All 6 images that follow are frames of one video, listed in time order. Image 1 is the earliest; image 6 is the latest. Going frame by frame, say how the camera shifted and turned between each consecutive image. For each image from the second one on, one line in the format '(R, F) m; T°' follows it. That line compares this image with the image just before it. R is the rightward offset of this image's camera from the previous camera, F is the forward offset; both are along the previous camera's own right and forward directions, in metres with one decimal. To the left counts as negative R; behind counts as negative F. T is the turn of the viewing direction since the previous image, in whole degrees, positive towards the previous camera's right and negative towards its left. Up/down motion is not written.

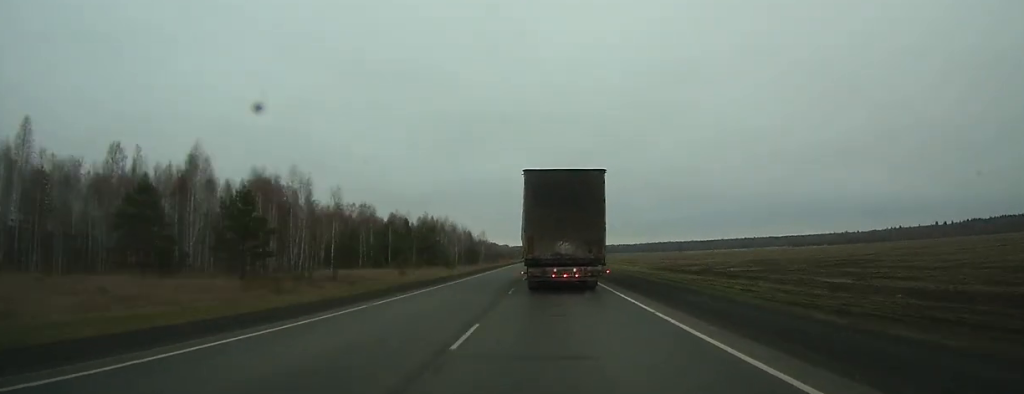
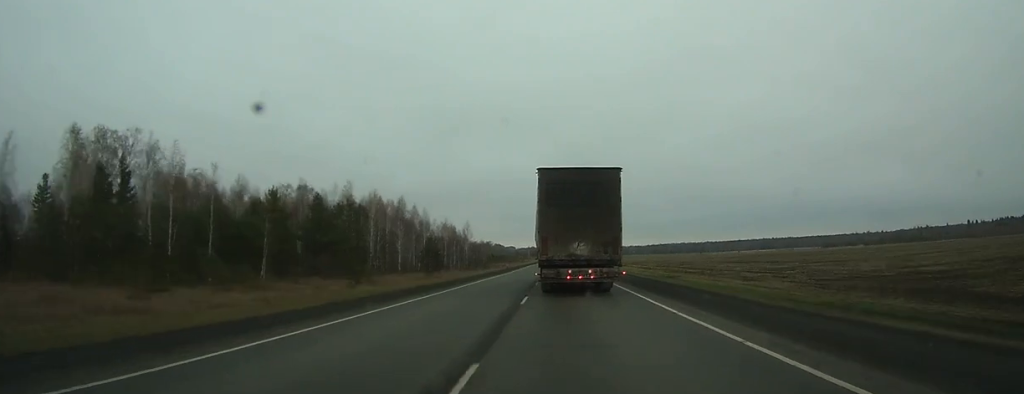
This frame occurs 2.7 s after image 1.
(0.0, +64.3) m; 0°
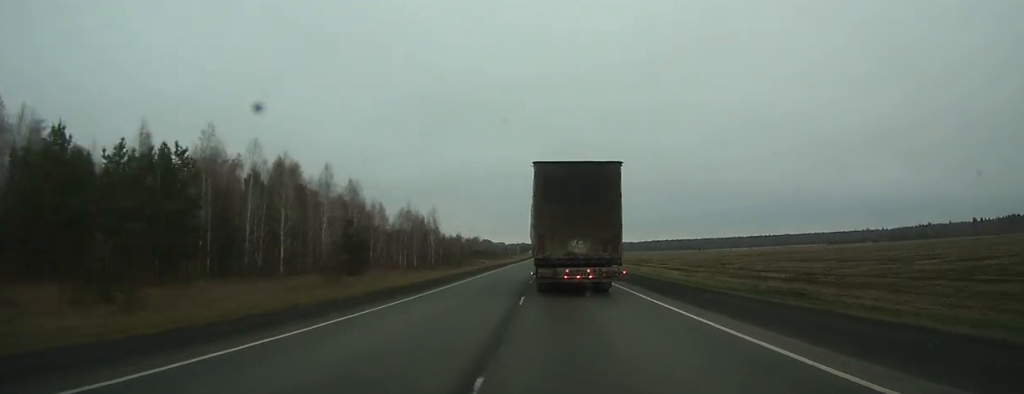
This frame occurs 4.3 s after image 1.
(-0.3, +36.4) m; 0°
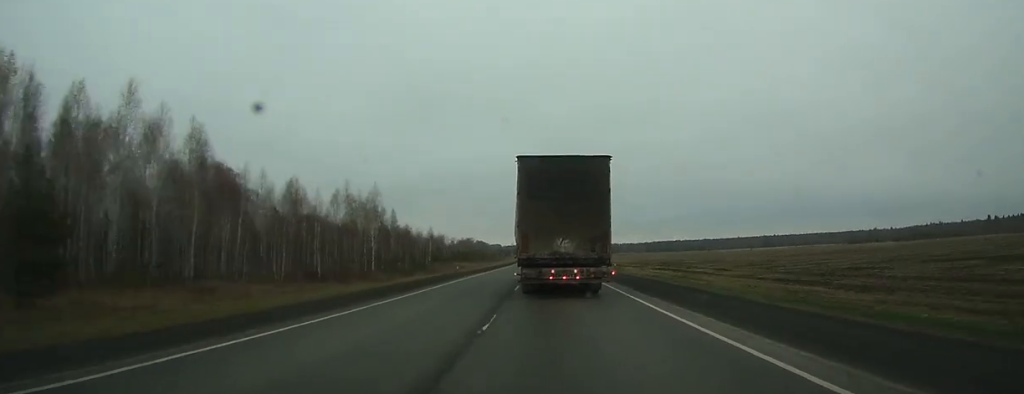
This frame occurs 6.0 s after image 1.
(+0.1, +41.2) m; 0°
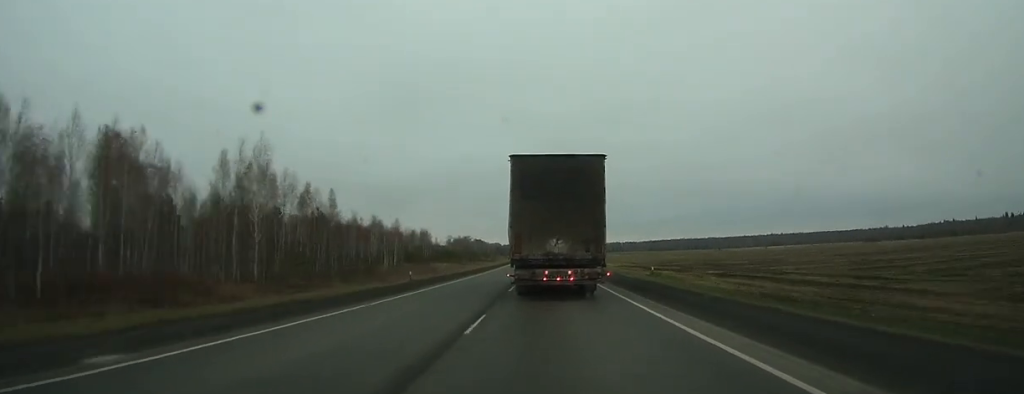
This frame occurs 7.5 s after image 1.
(+0.1, +36.4) m; 0°
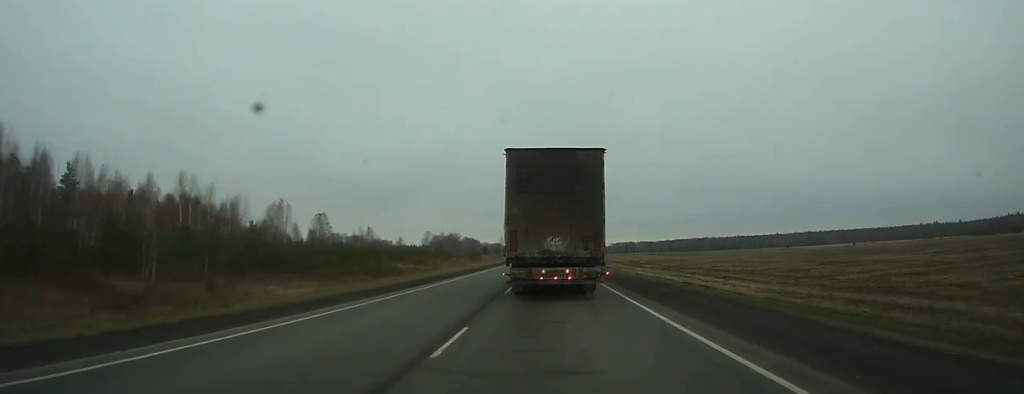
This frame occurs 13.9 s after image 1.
(+0.4, +147.6) m; 0°
